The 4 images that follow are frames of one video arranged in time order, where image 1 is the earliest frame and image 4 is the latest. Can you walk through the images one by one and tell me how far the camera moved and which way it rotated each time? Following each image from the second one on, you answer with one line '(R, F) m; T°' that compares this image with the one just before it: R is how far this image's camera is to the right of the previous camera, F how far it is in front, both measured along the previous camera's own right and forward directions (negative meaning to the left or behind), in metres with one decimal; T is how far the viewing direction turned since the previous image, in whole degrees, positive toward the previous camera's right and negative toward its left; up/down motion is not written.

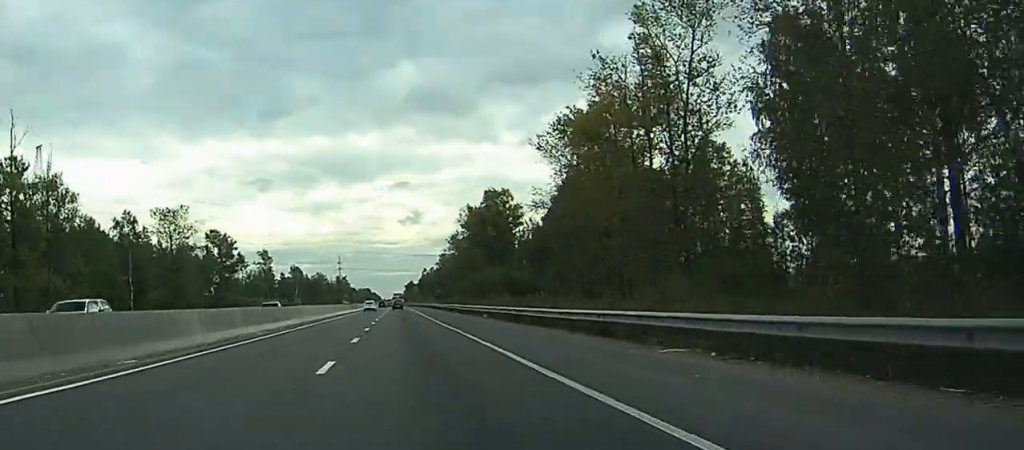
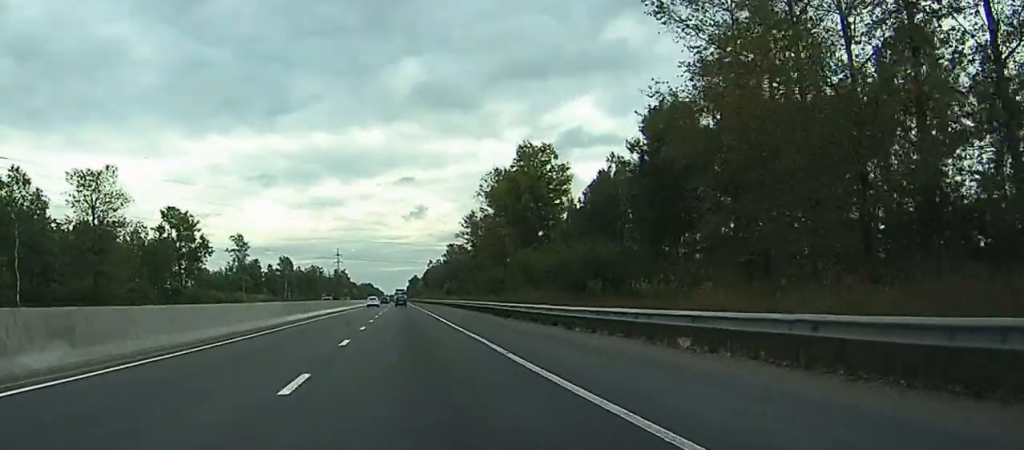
(-0.1, +39.9) m; 0°
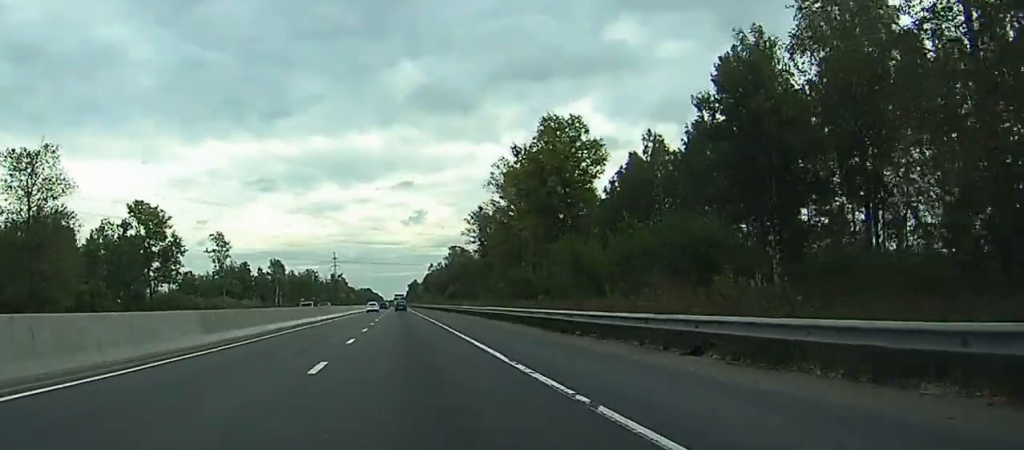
(0.0, +19.4) m; 0°
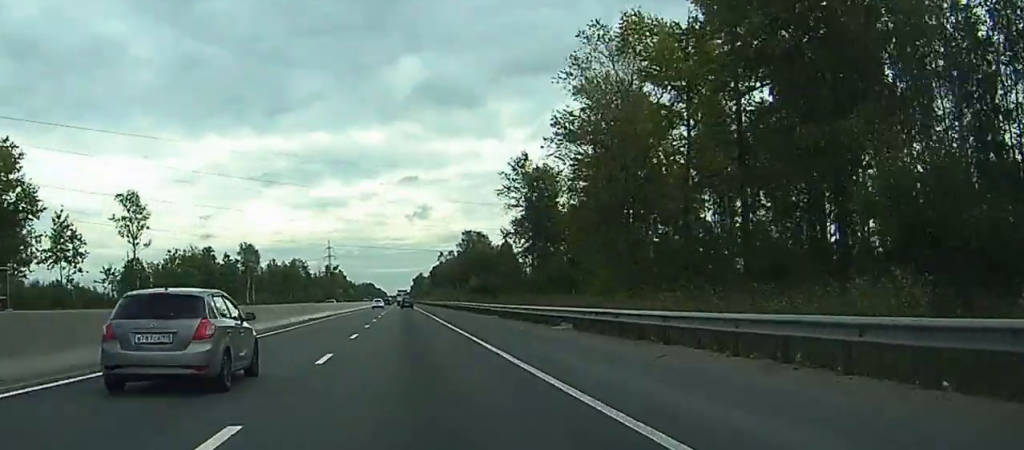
(0.0, +57.6) m; 0°
